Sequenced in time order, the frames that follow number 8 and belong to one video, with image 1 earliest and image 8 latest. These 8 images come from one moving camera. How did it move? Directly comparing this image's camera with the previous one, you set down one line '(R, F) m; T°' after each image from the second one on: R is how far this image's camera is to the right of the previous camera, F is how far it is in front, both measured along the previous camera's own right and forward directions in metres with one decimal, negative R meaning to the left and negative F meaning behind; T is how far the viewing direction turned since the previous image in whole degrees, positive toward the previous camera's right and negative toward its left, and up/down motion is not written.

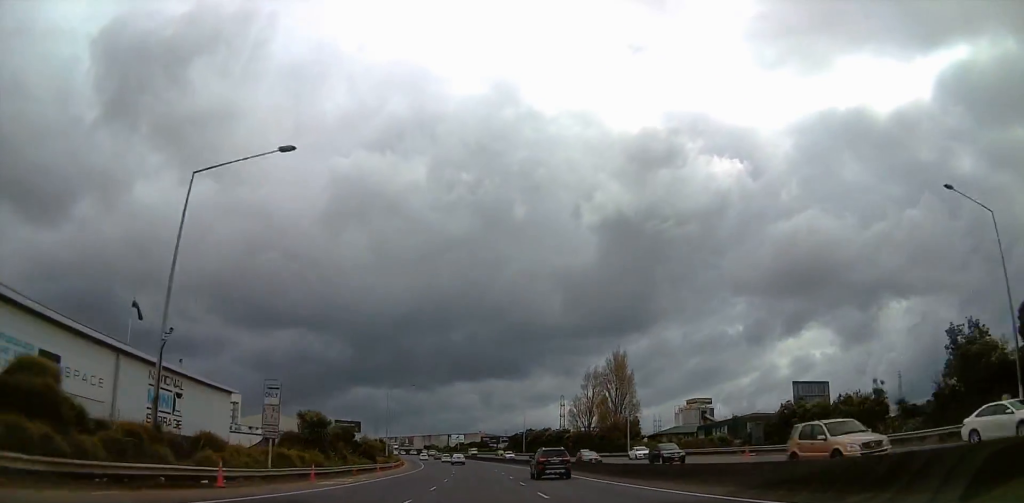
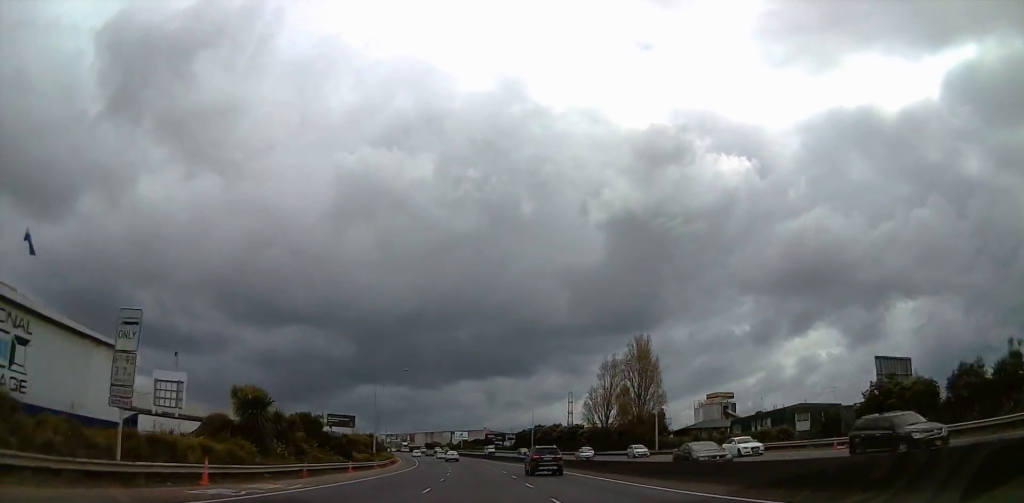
(+0.1, +14.1) m; -1°
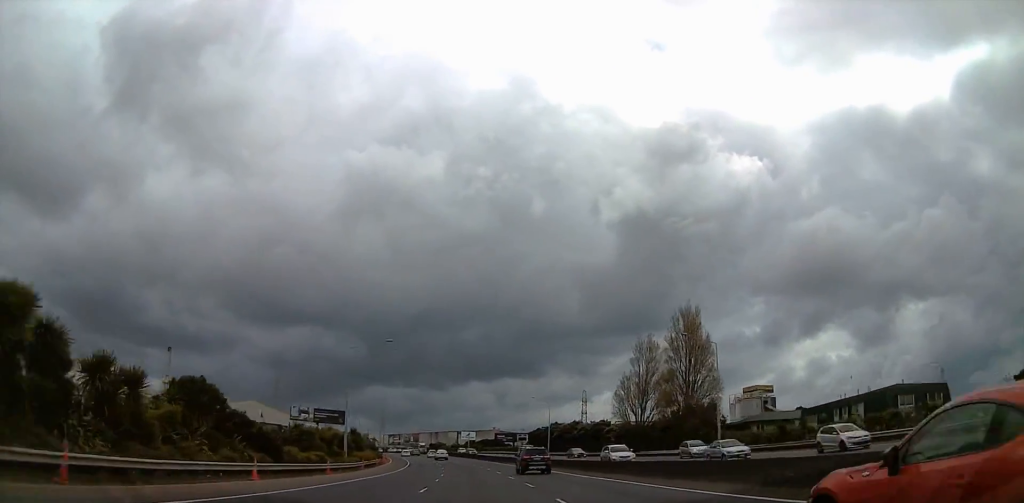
(-0.5, +21.5) m; +1°
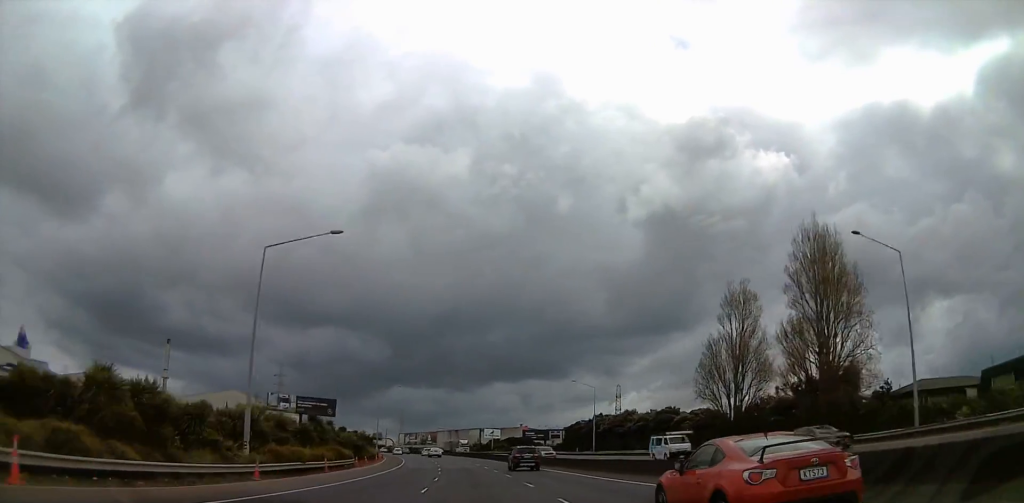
(+1.2, +30.0) m; +1°
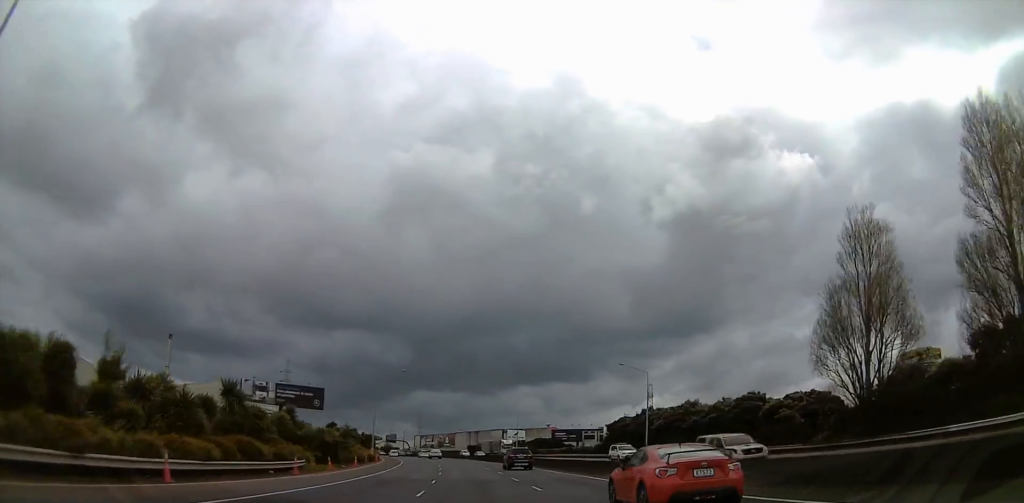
(-0.6, +22.7) m; -5°
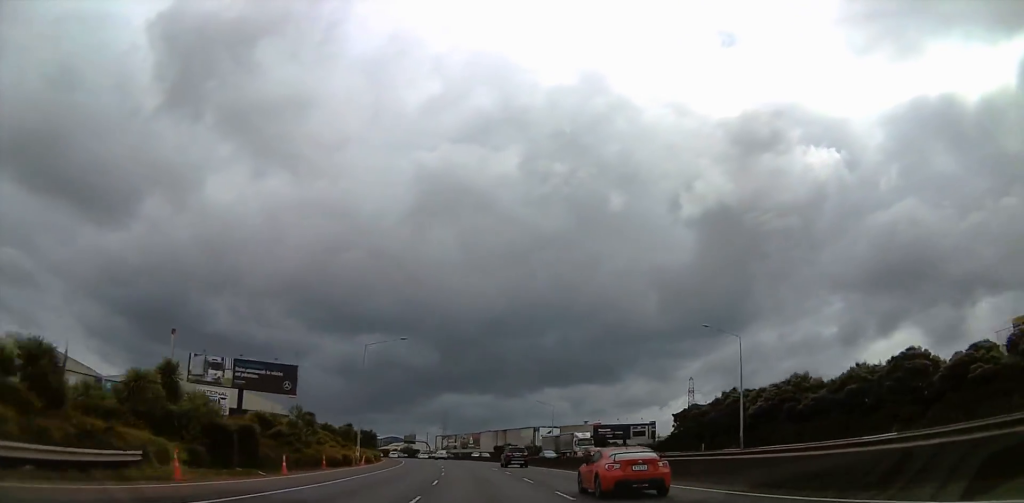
(-1.5, +25.2) m; -3°
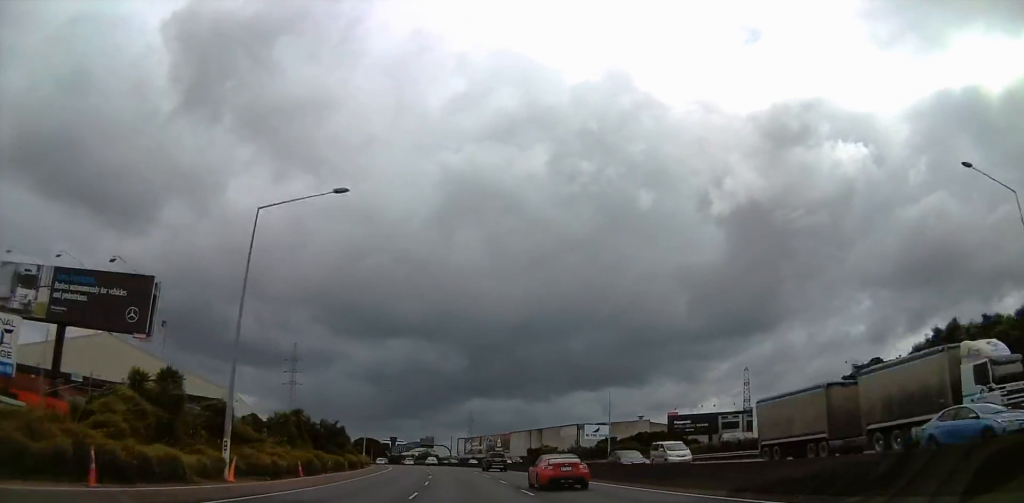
(-0.1, +35.4) m; -2°
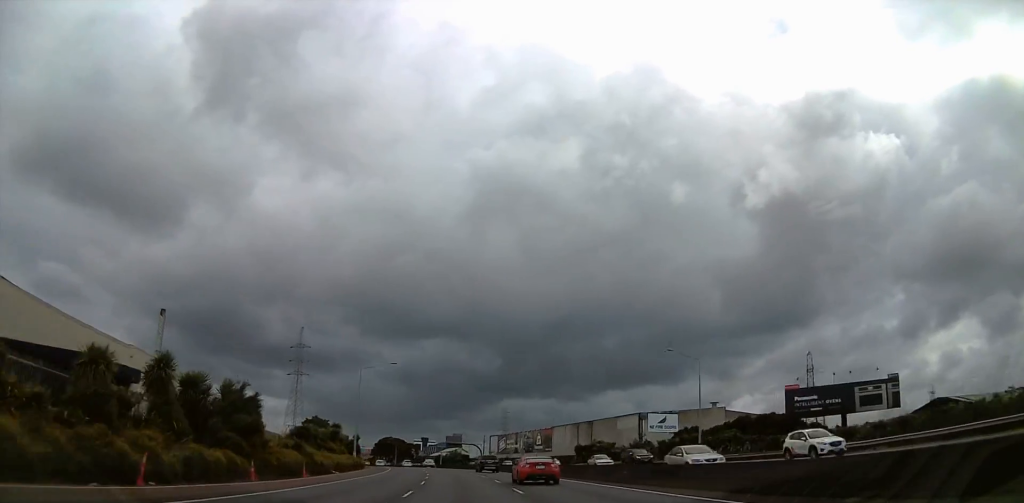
(-1.3, +28.0) m; -4°
